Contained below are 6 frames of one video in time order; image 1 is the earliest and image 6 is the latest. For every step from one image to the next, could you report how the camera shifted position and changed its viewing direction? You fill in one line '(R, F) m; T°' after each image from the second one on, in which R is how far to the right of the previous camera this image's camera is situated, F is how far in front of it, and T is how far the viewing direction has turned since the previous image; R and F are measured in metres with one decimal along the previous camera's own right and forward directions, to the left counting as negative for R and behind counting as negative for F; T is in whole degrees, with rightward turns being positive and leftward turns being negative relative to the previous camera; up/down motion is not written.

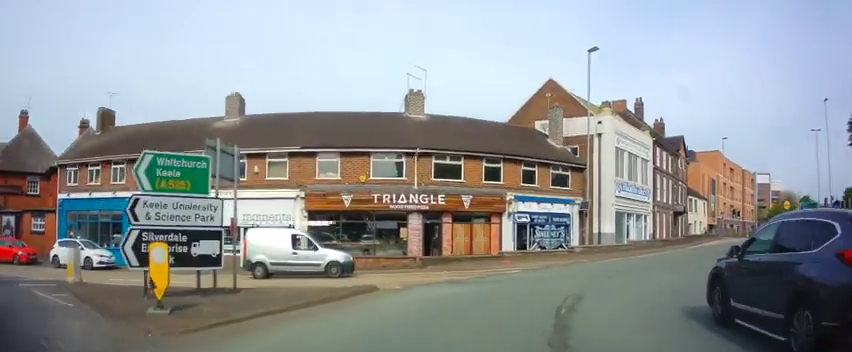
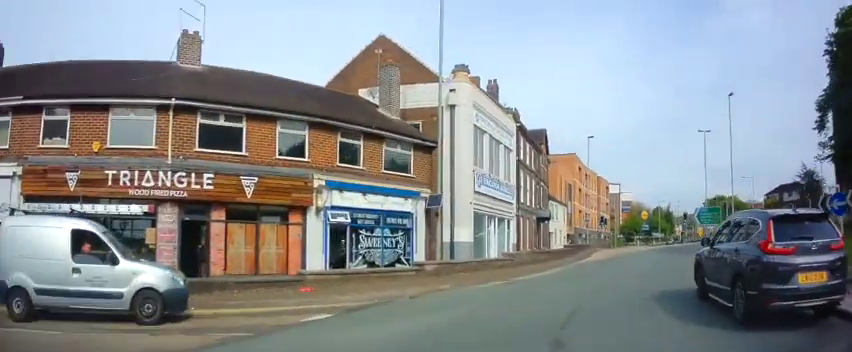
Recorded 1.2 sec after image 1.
(+1.2, +8.4) m; +19°
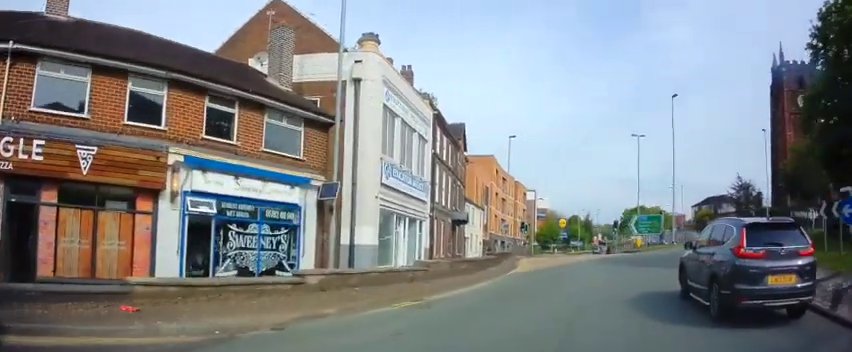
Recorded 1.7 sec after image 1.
(+0.5, +4.0) m; +7°
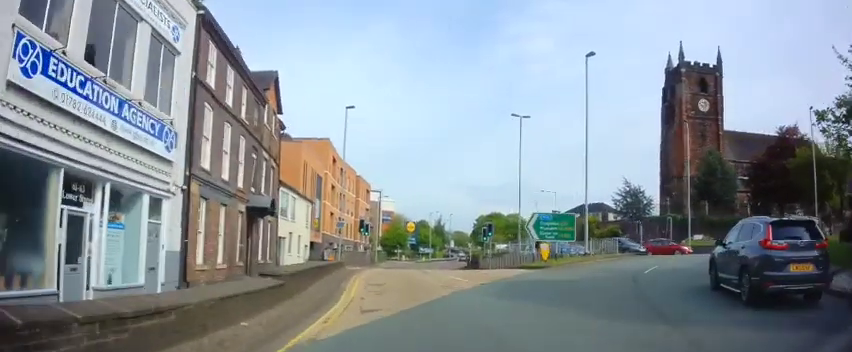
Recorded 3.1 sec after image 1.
(+1.9, +11.8) m; +17°
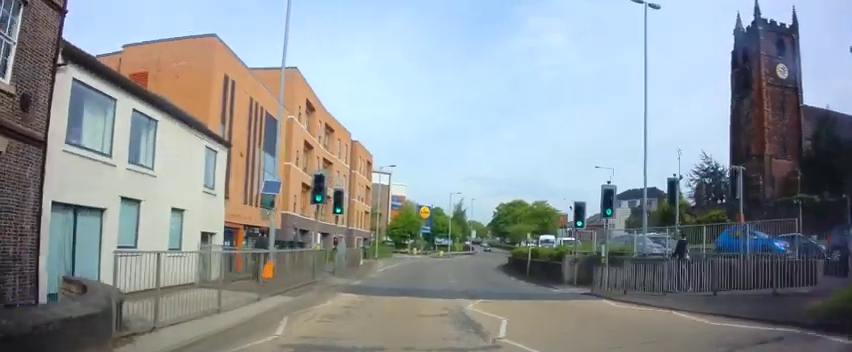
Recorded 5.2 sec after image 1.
(+1.2, +19.9) m; +2°
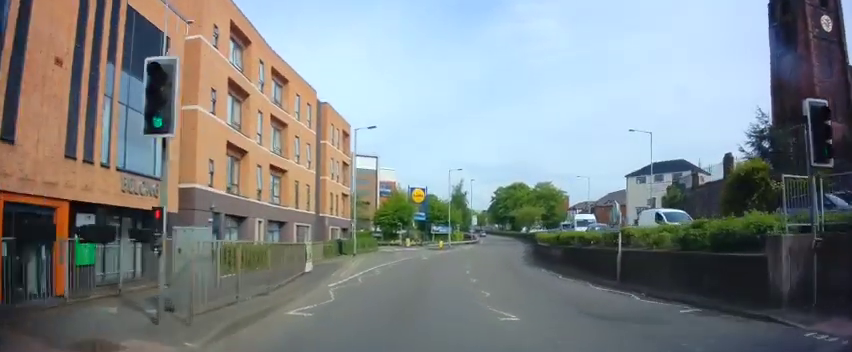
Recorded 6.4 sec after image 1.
(-0.1, +13.5) m; +1°
